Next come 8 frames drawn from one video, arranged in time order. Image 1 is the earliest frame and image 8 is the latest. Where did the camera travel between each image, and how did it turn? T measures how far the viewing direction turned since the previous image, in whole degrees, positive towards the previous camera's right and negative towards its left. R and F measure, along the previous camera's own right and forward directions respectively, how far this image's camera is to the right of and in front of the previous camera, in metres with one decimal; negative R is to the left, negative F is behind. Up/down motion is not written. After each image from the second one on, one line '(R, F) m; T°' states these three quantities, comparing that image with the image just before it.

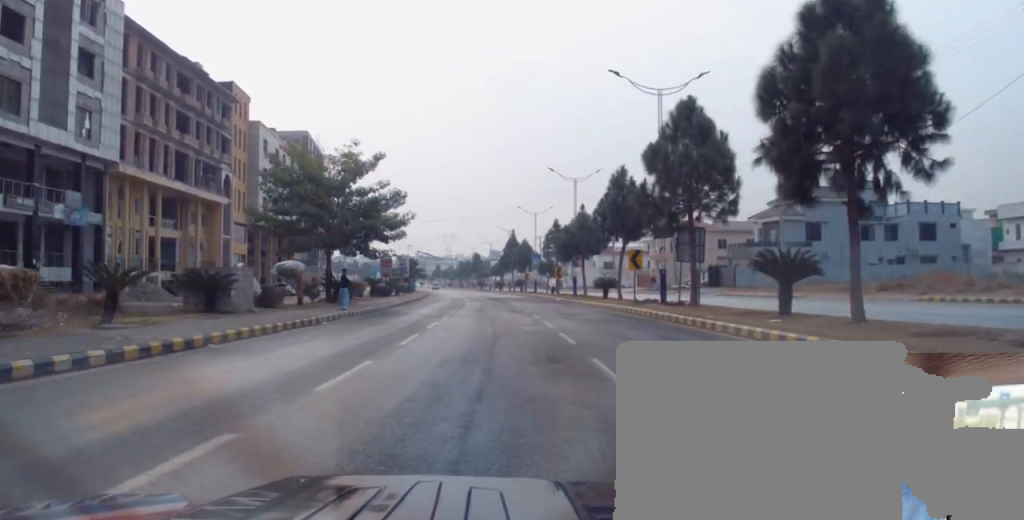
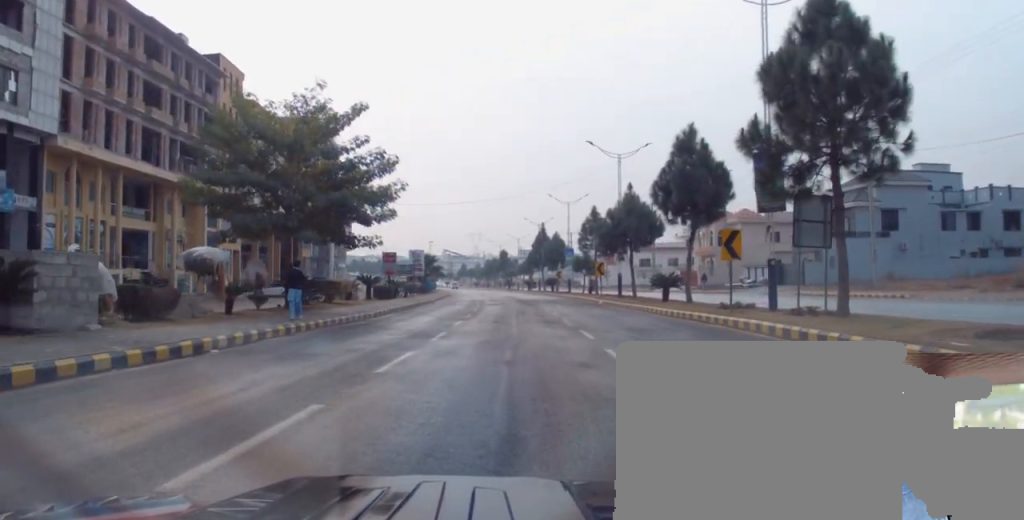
(0.0, +10.8) m; -4°
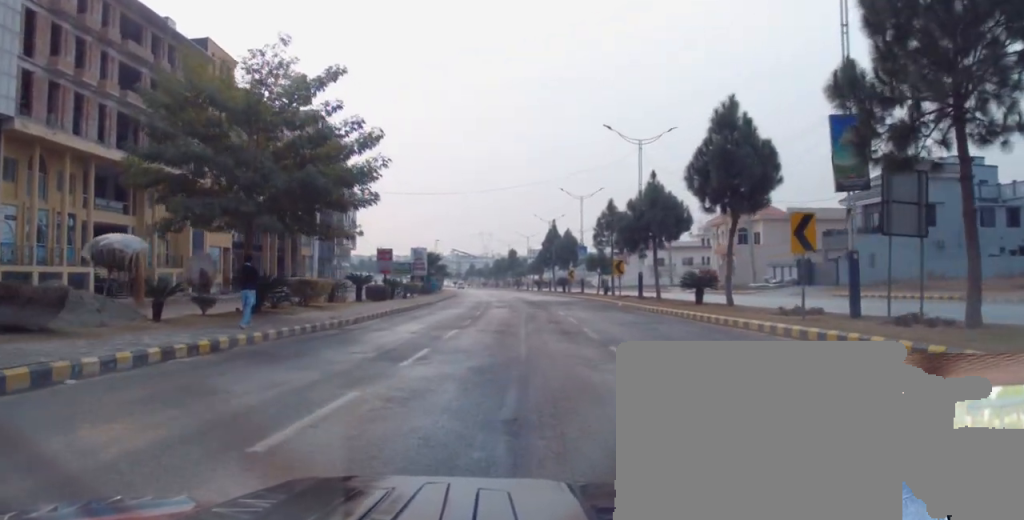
(-0.4, +5.0) m; -2°
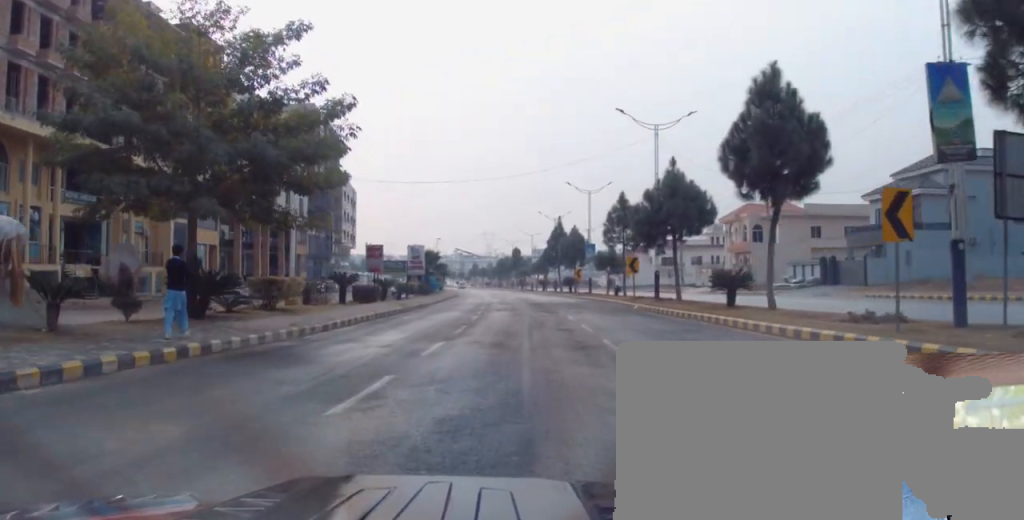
(+0.1, +4.4) m; +2°
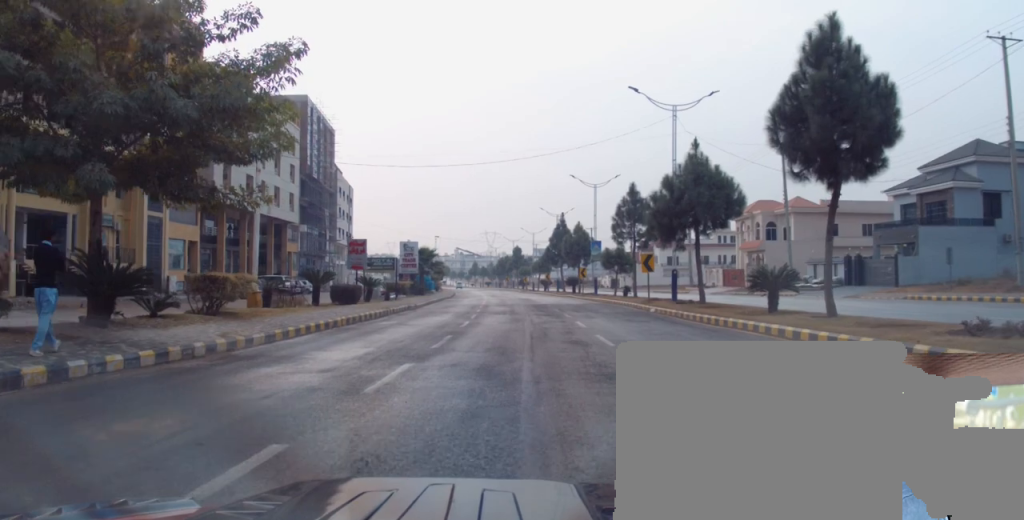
(+0.1, +4.6) m; +1°
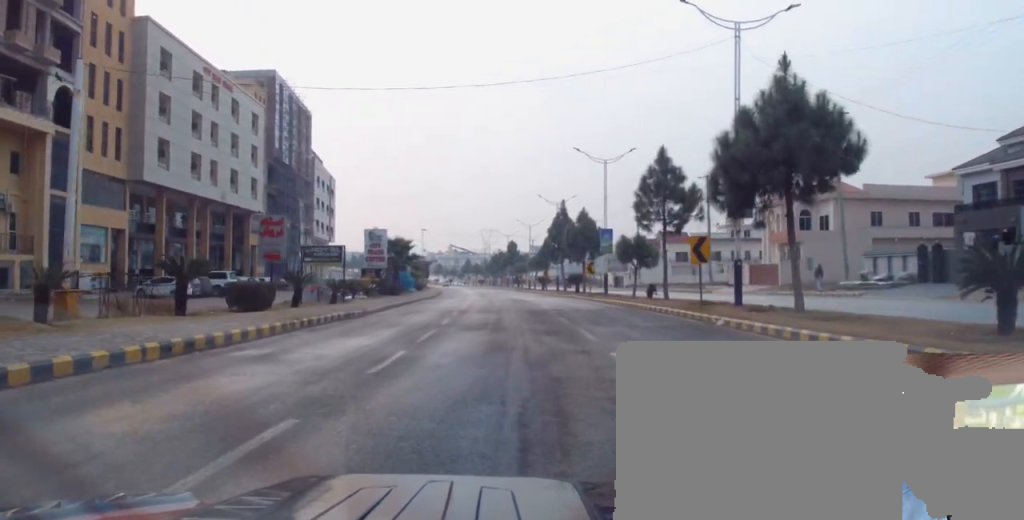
(-0.3, +12.1) m; -4°
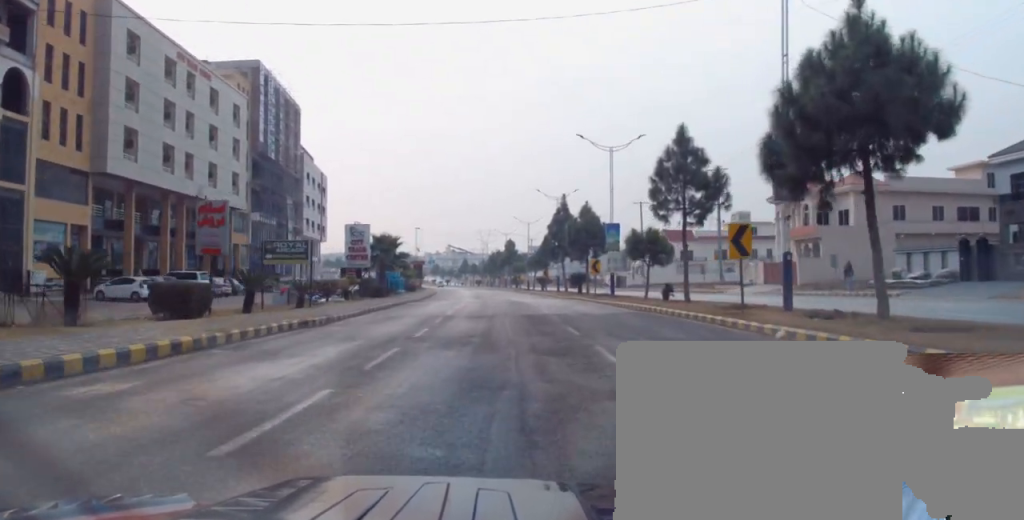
(-0.1, +5.1) m; 0°
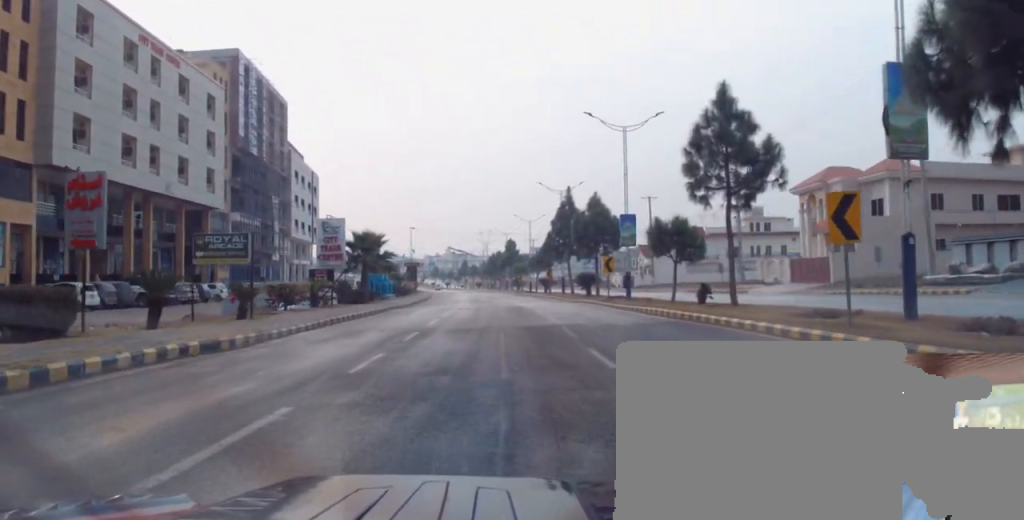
(0.0, +6.6) m; +2°
